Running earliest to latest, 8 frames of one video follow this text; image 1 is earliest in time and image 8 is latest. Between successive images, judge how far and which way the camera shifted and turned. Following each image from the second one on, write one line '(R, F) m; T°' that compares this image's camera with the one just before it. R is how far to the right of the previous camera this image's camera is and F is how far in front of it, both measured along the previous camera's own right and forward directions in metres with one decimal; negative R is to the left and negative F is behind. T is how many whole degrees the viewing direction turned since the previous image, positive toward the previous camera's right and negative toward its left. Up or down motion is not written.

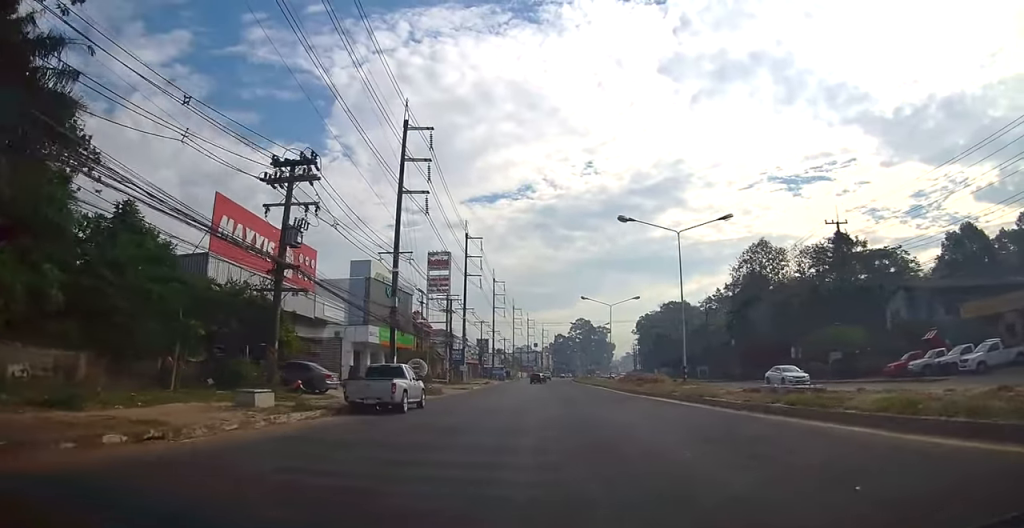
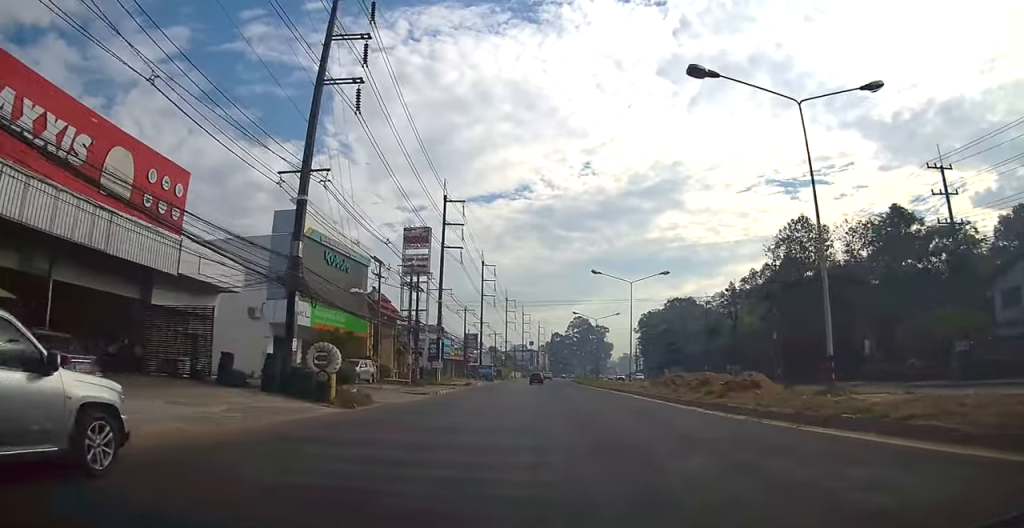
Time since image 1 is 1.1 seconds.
(+0.1, +16.9) m; 0°
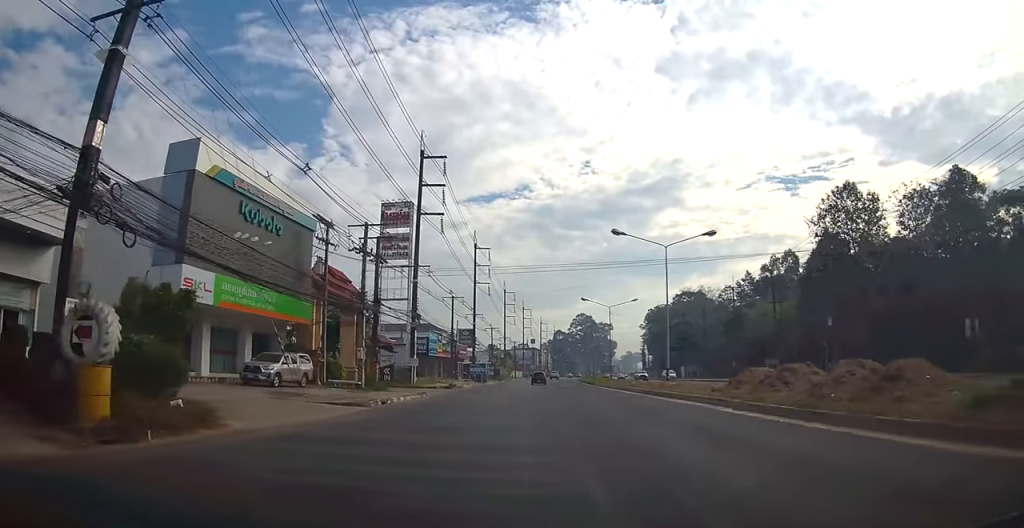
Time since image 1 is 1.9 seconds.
(0.0, +13.2) m; 0°
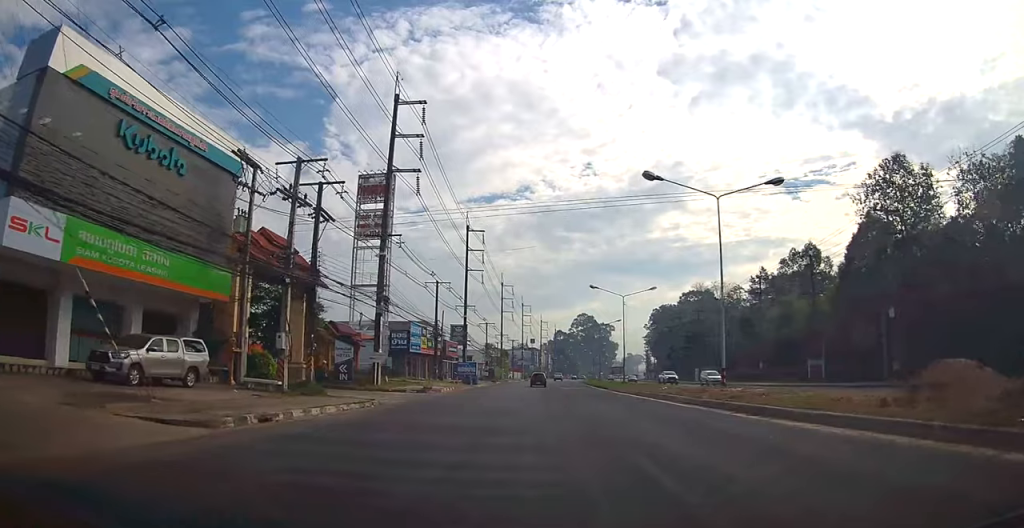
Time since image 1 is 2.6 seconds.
(0.0, +10.7) m; 0°
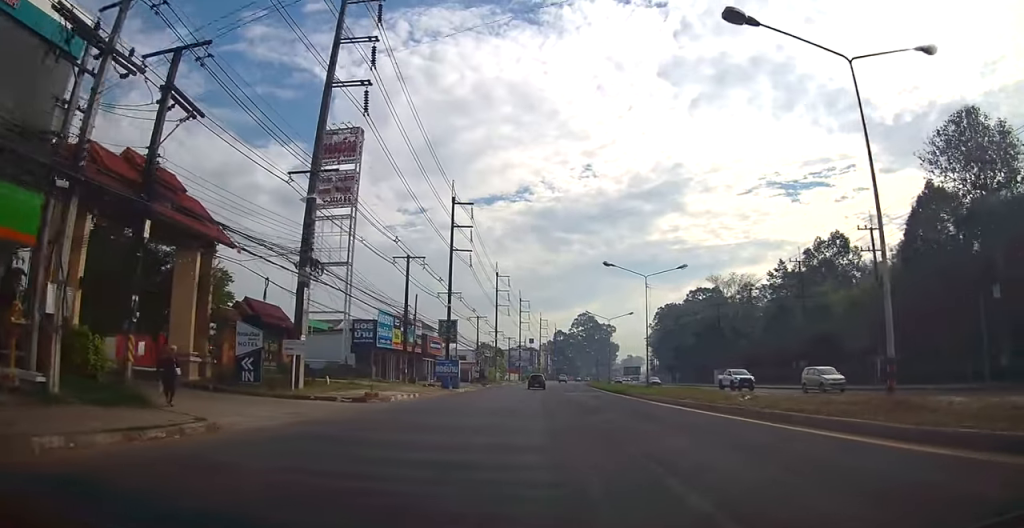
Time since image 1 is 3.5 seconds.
(+0.1, +12.6) m; 0°
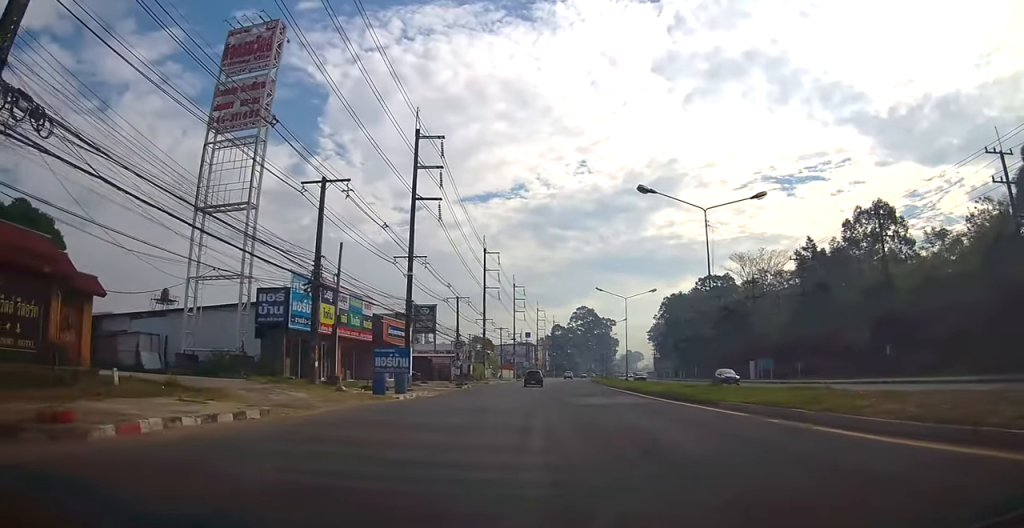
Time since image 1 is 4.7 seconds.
(0.0, +17.5) m; 0°
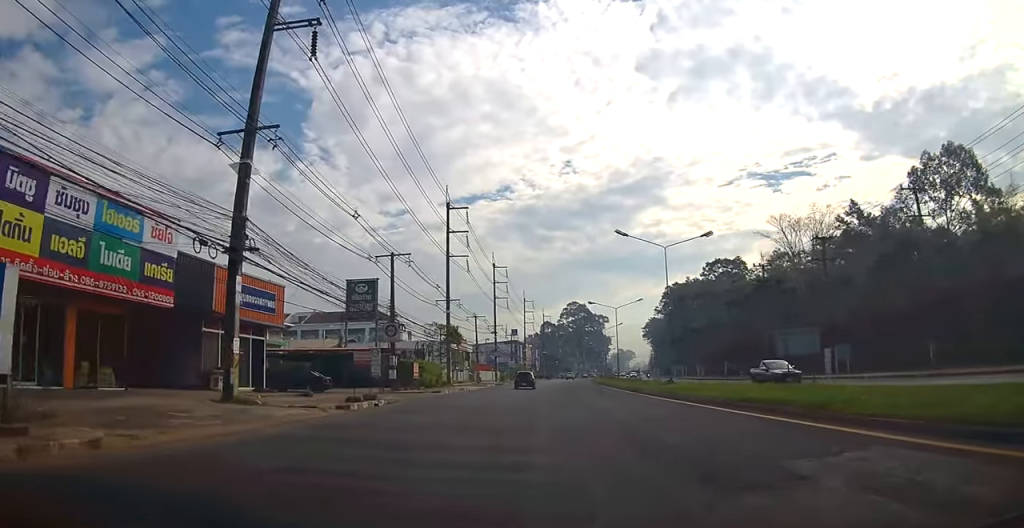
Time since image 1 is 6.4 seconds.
(-0.7, +24.1) m; -1°
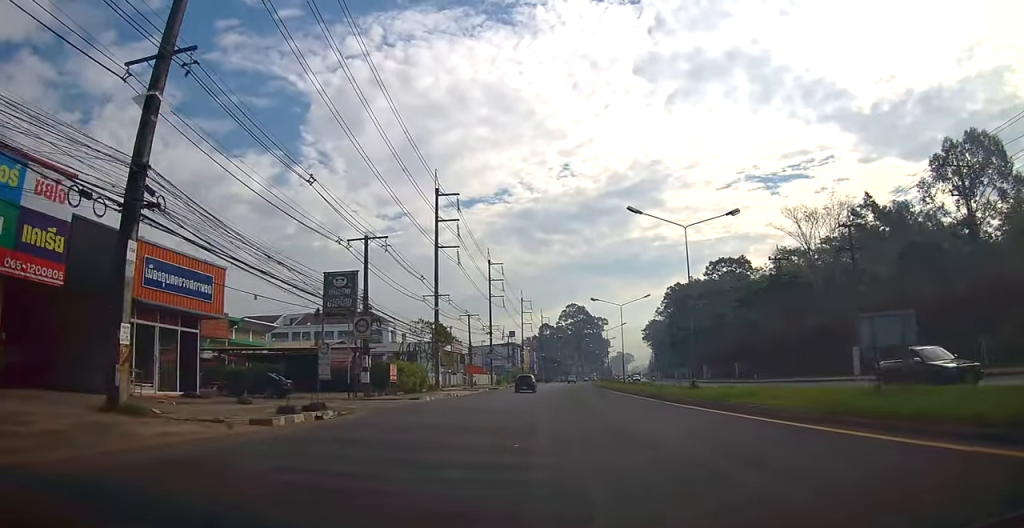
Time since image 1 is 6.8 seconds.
(+0.2, +5.7) m; +1°
